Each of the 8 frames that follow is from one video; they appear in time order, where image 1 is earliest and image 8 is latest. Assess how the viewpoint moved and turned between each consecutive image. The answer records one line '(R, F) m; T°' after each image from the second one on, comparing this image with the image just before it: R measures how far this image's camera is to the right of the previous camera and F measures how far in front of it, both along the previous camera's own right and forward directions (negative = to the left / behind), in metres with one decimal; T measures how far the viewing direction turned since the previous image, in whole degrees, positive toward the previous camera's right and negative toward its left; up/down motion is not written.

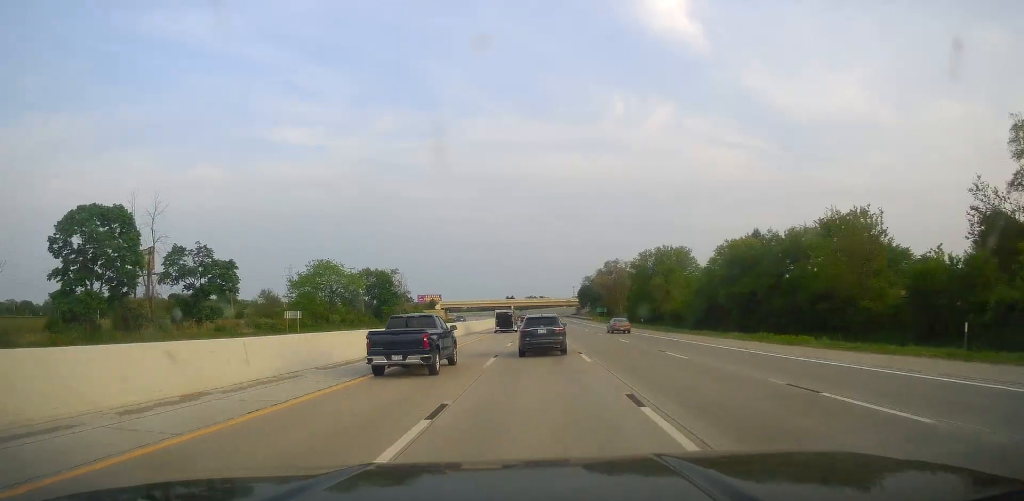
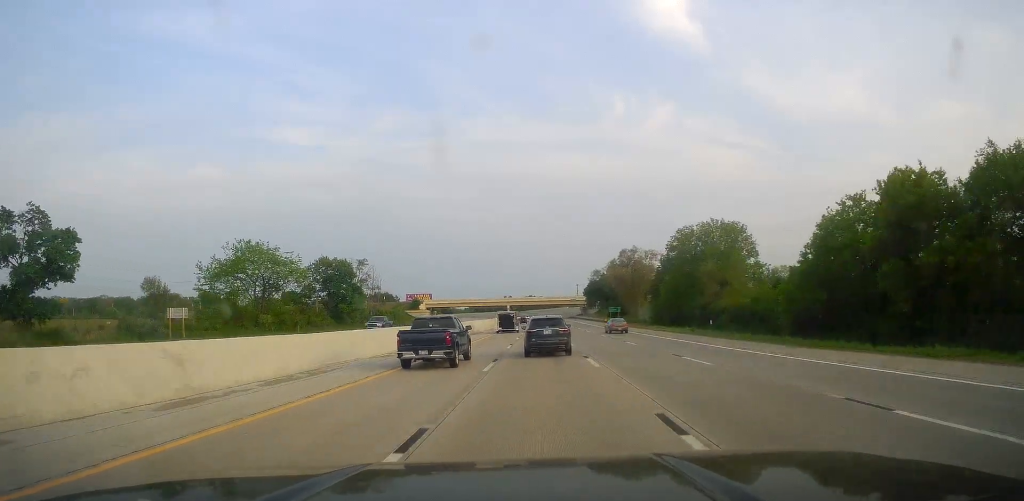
(+0.2, +32.4) m; 0°
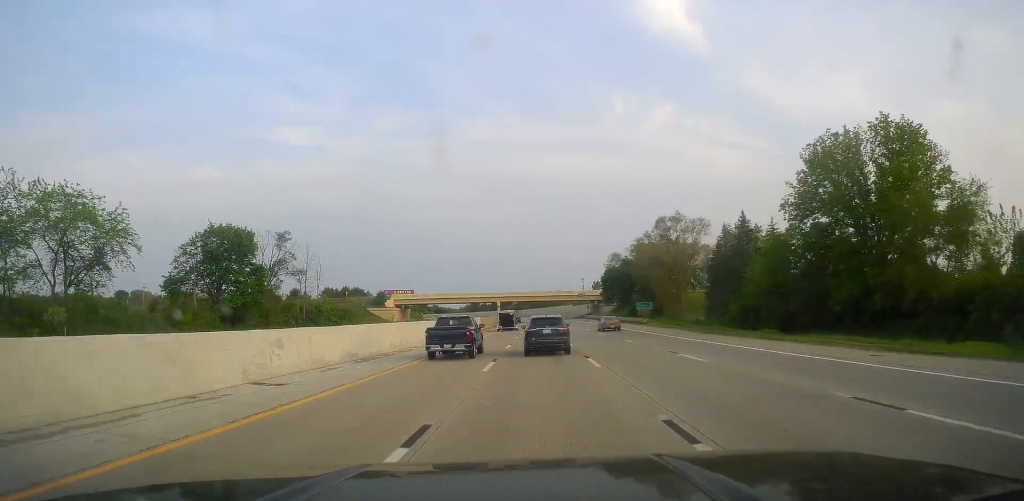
(-0.1, +45.2) m; -1°
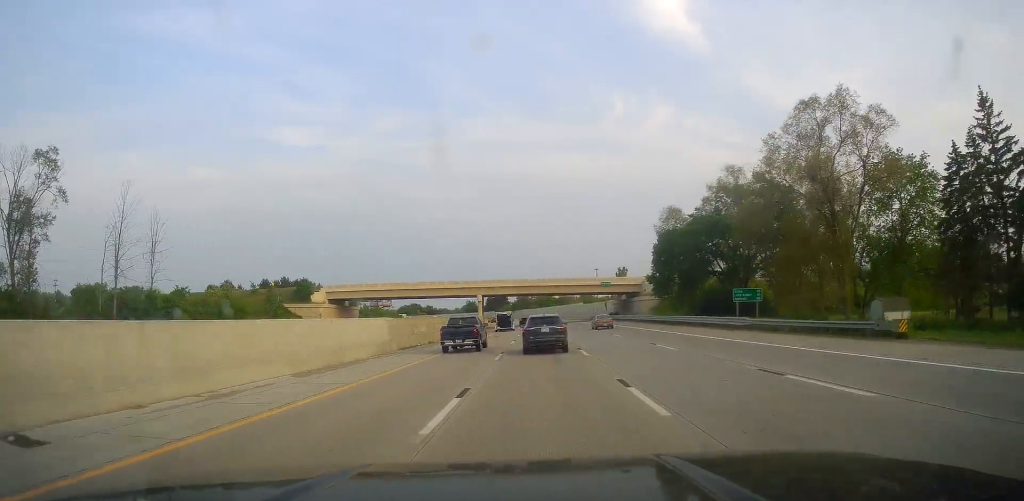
(+0.3, +55.4) m; +1°
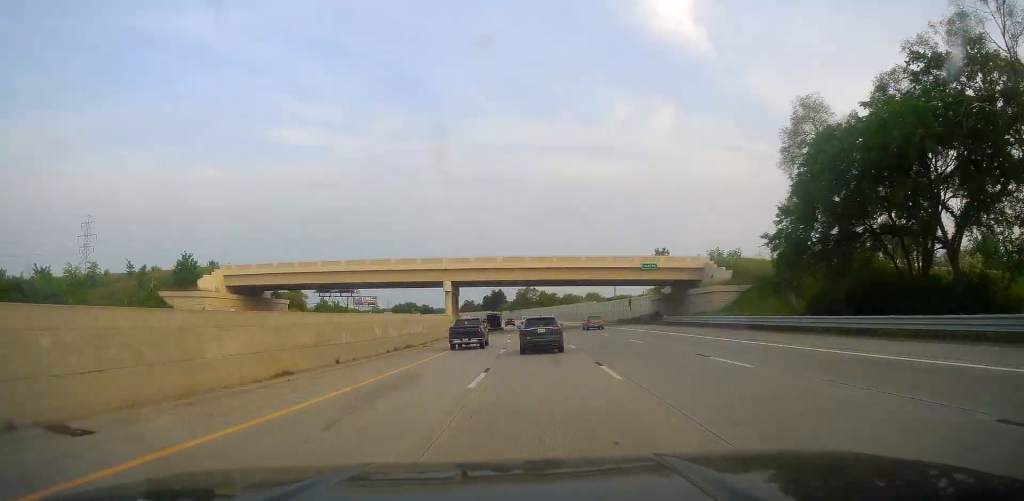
(+0.2, +40.0) m; -1°
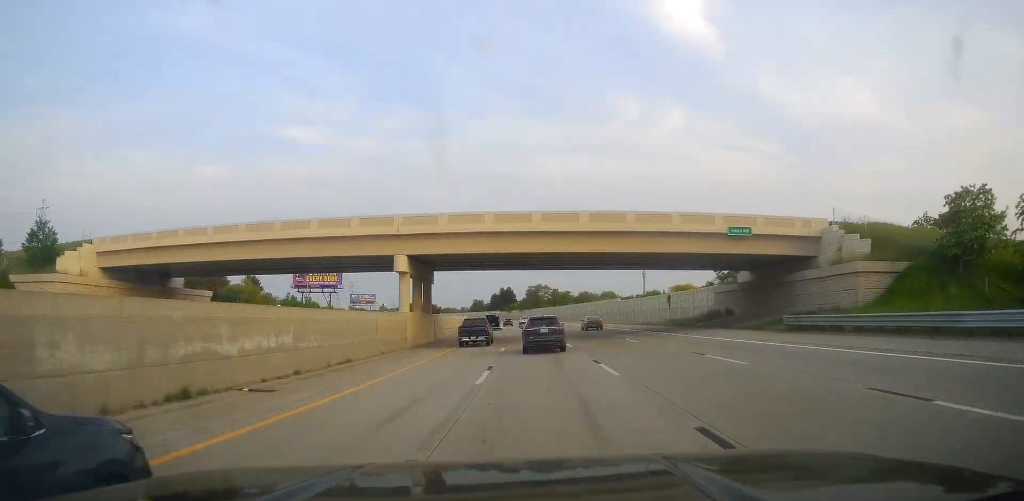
(-0.3, +27.4) m; -1°
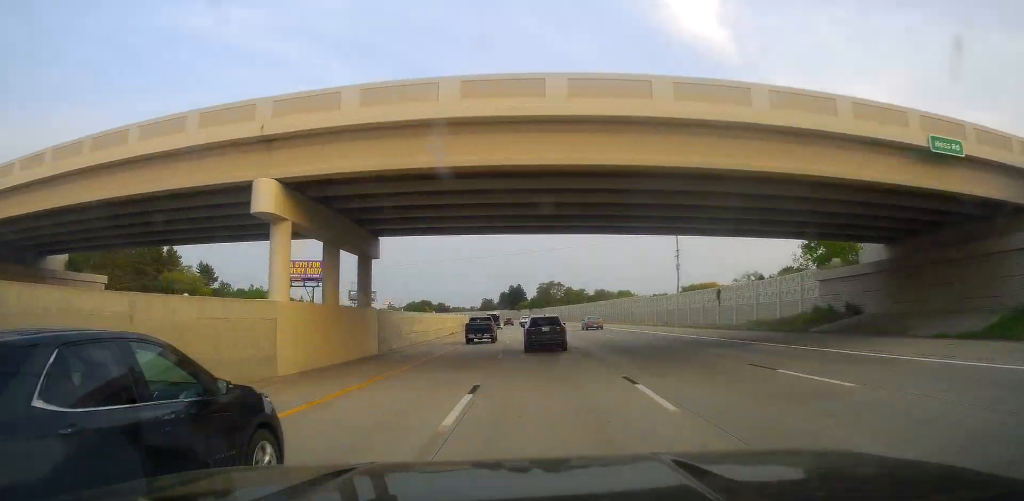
(+0.1, +21.8) m; -1°
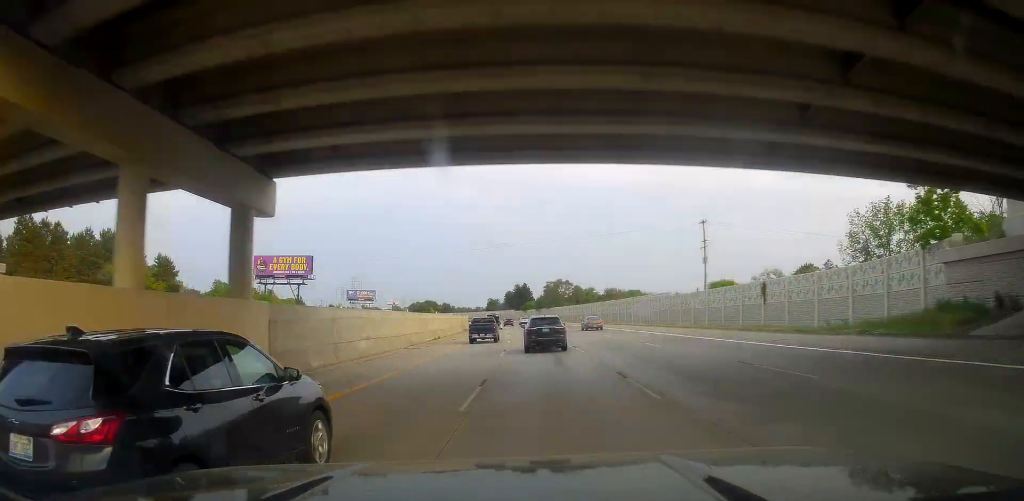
(-0.2, +13.8) m; 0°
